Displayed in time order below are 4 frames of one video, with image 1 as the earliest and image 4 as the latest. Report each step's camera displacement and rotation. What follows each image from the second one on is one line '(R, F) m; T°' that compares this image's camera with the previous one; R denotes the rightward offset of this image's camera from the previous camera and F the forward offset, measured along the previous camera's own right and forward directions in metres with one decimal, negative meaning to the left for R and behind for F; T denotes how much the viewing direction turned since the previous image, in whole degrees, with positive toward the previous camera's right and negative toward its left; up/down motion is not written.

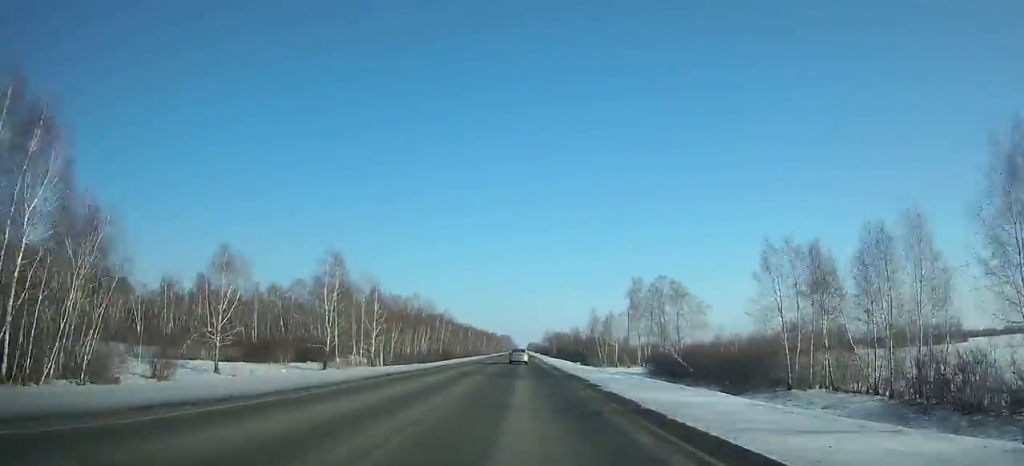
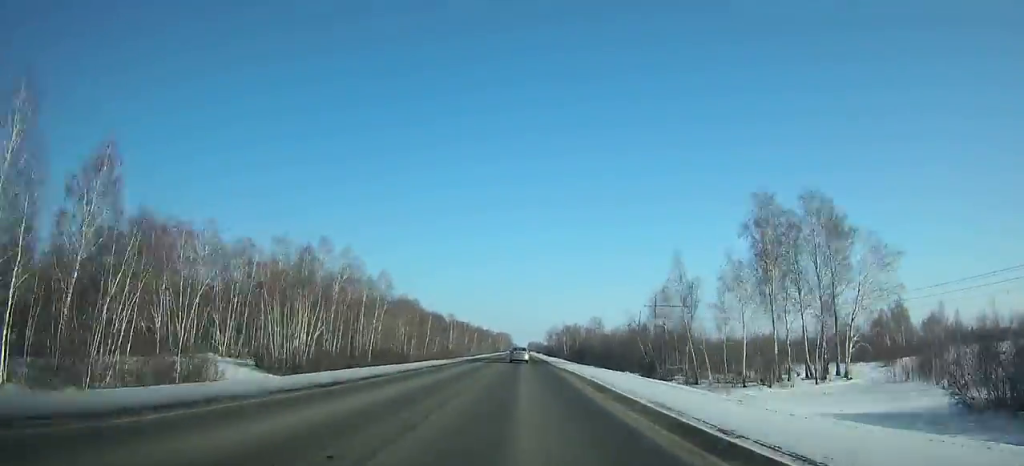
(-0.1, +65.6) m; 0°
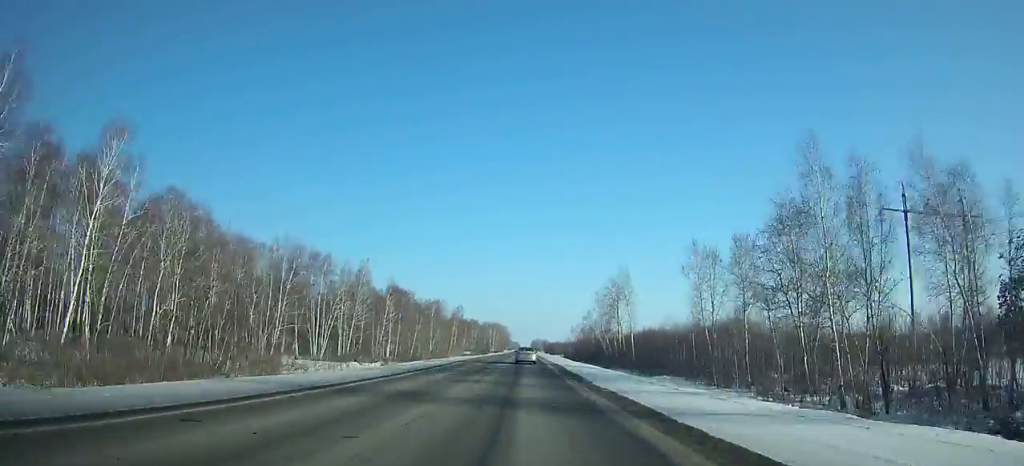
(+0.2, +175.4) m; 0°
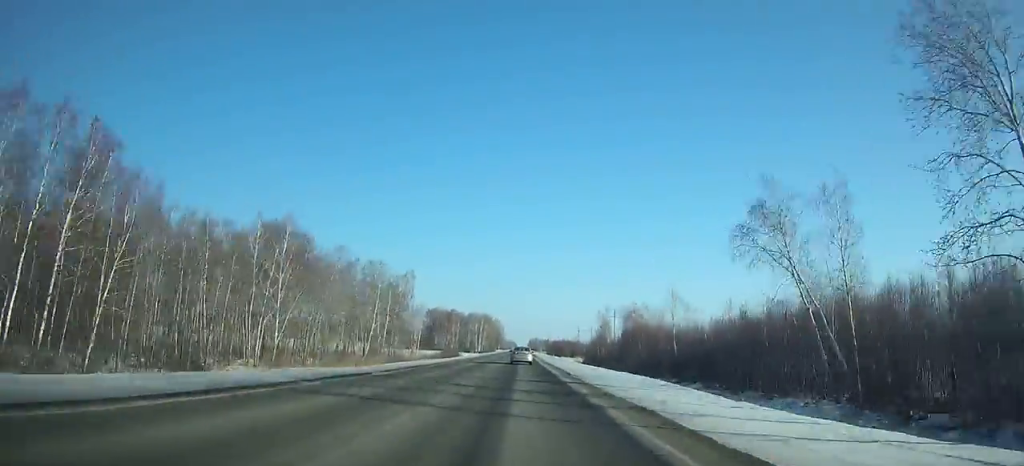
(+0.1, +78.6) m; 0°
